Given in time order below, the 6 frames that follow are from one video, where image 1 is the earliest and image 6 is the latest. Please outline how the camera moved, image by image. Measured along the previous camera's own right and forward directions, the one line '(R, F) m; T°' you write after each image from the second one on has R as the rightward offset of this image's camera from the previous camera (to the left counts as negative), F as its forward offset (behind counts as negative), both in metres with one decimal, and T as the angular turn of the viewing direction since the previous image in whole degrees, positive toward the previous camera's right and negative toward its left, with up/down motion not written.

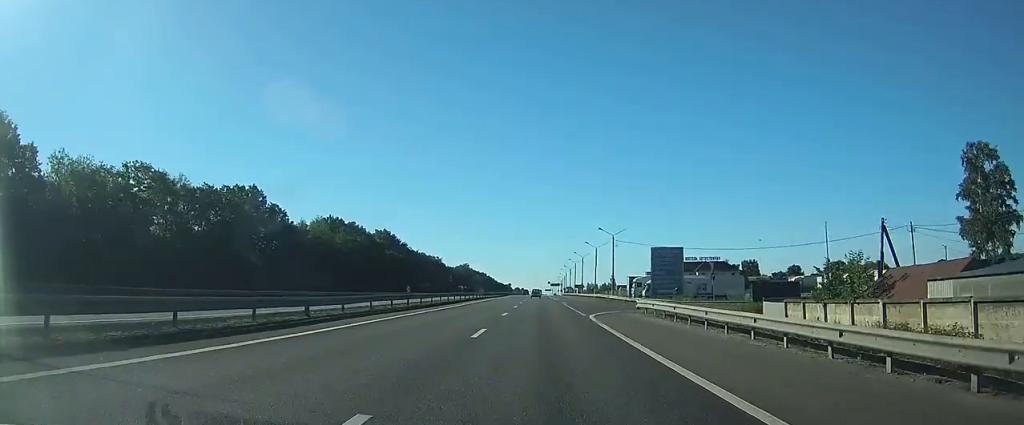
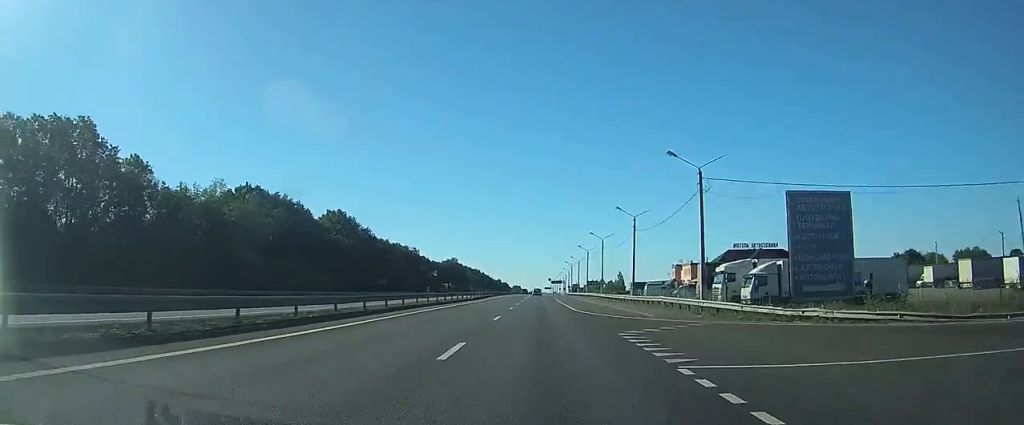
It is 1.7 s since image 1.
(+0.1, +40.7) m; 0°
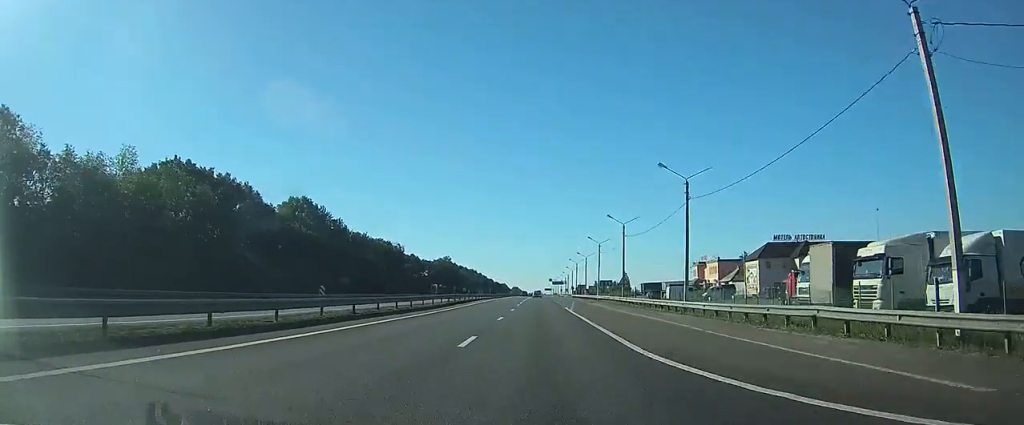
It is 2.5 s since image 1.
(+0.1, +21.1) m; 0°
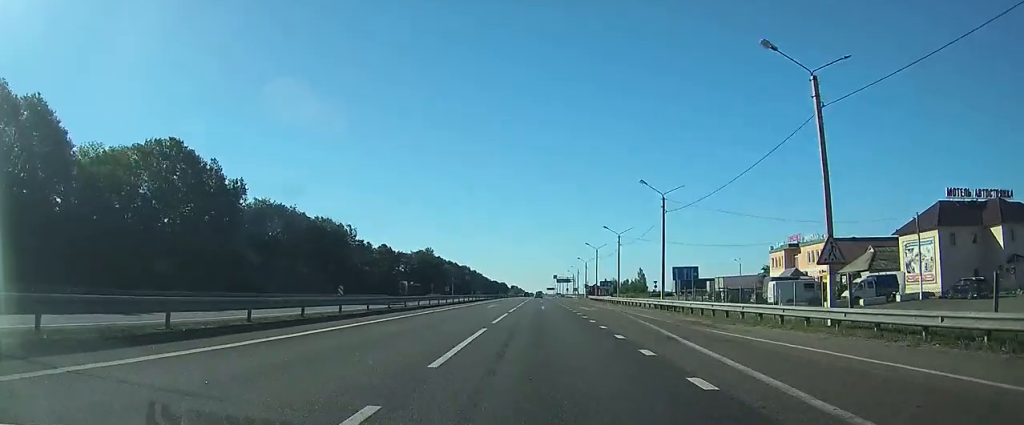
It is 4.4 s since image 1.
(-0.1, +45.0) m; 0°
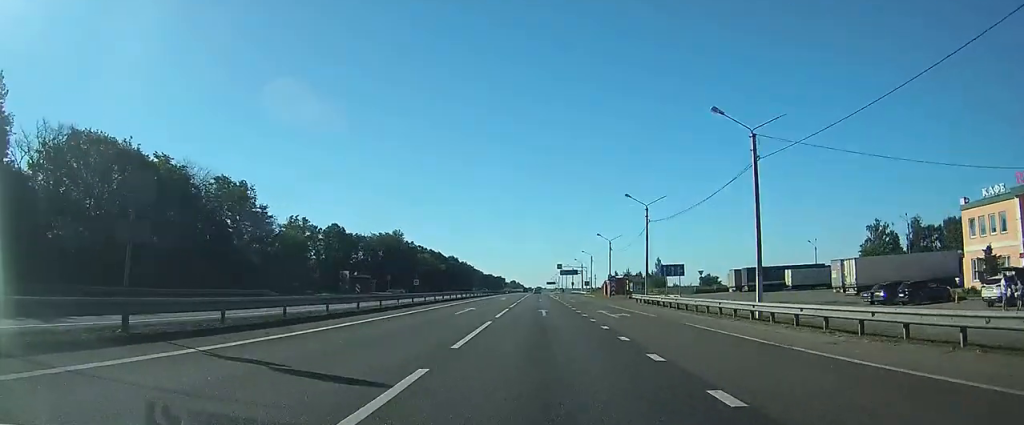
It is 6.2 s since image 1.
(-0.2, +44.6) m; 0°
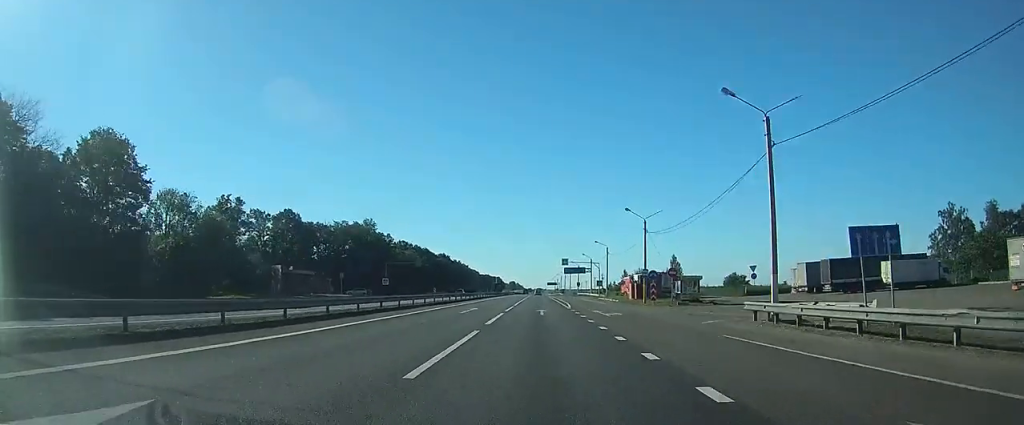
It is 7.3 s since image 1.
(-0.1, +27.4) m; 0°
